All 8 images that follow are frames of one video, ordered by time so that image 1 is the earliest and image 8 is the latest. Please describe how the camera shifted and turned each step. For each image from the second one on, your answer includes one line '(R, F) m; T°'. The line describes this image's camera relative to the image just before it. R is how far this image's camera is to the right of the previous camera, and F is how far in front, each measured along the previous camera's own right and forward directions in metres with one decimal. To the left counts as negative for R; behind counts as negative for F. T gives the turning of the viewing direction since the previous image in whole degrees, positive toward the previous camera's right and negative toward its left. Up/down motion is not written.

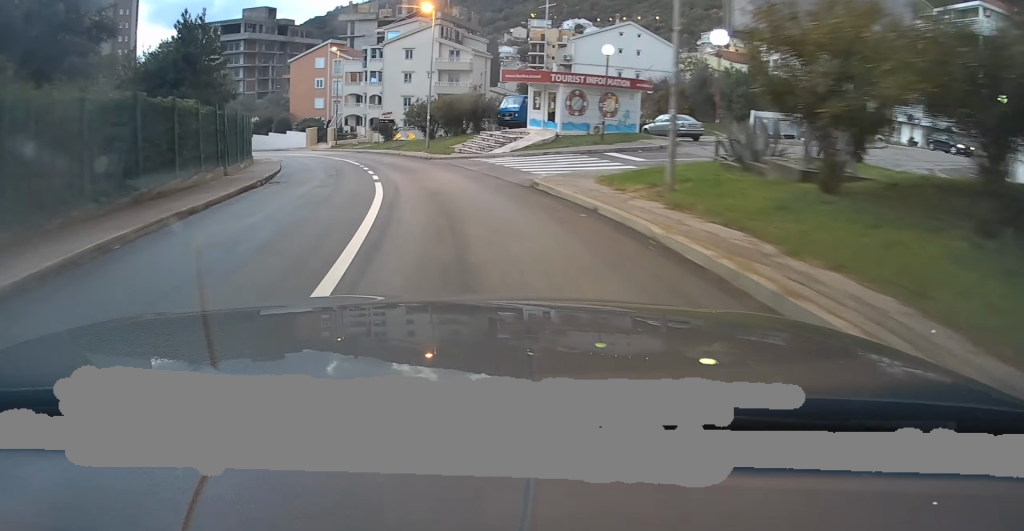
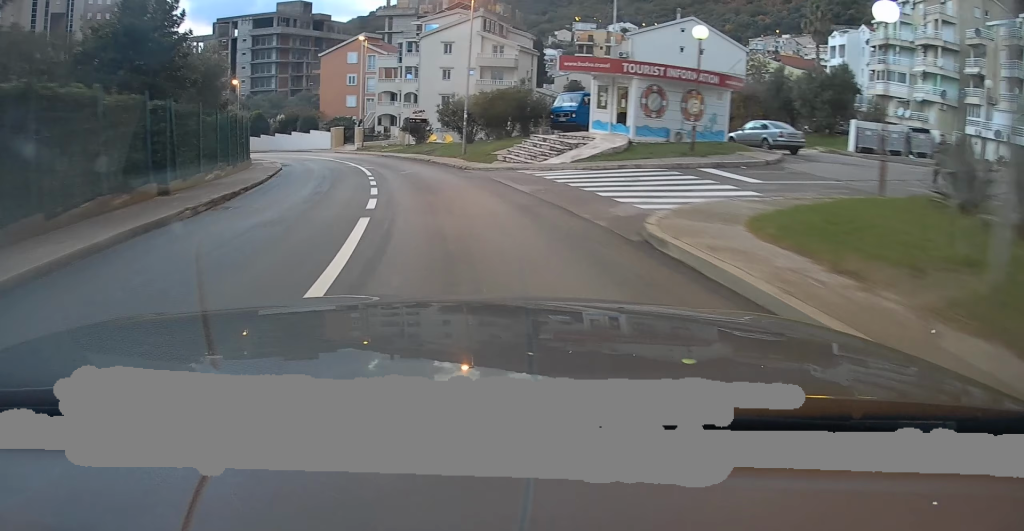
(+0.1, +7.2) m; -3°
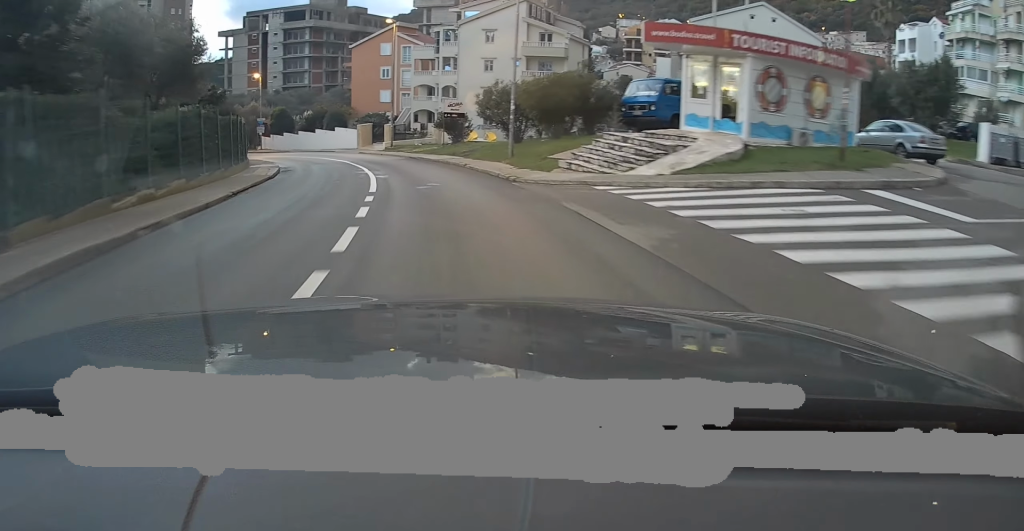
(-0.5, +7.4) m; -4°
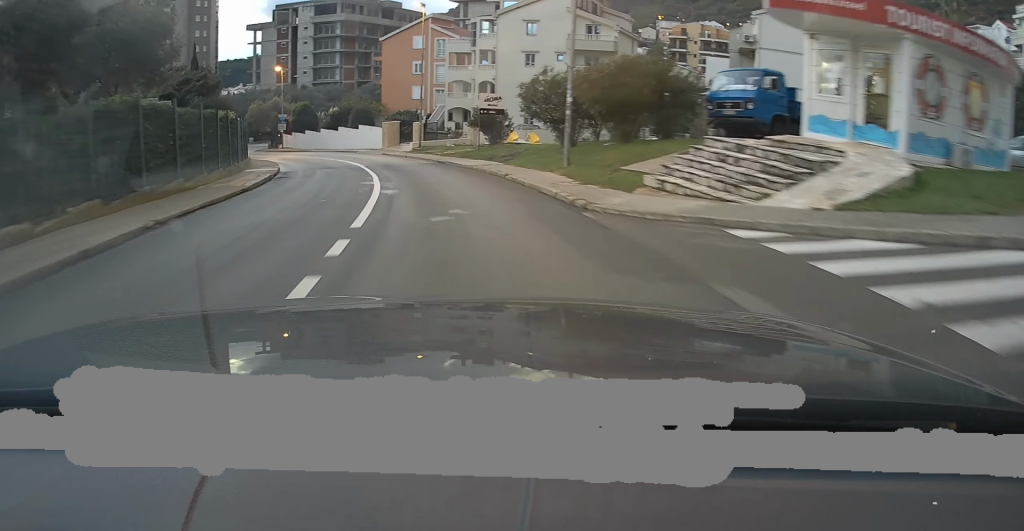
(-0.1, +5.9) m; -3°
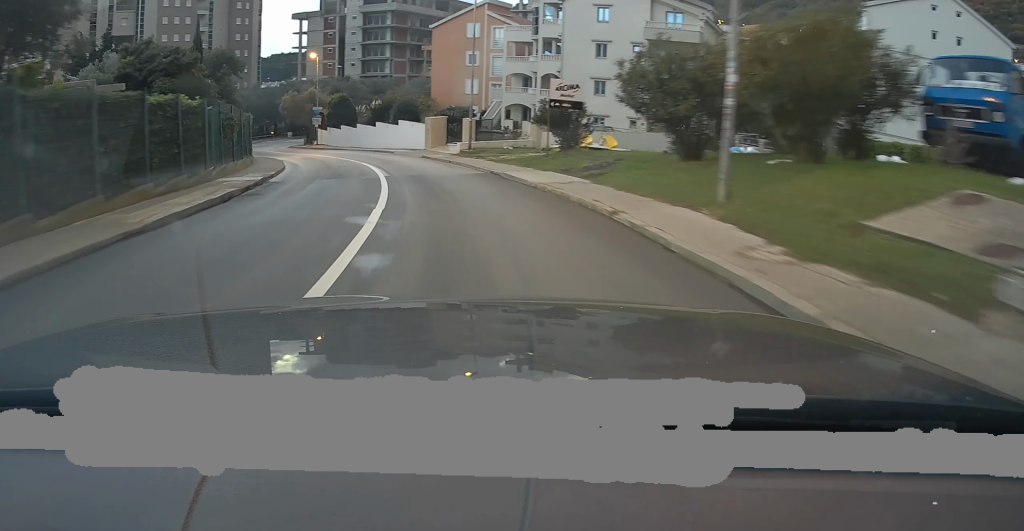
(-0.3, +8.3) m; -5°
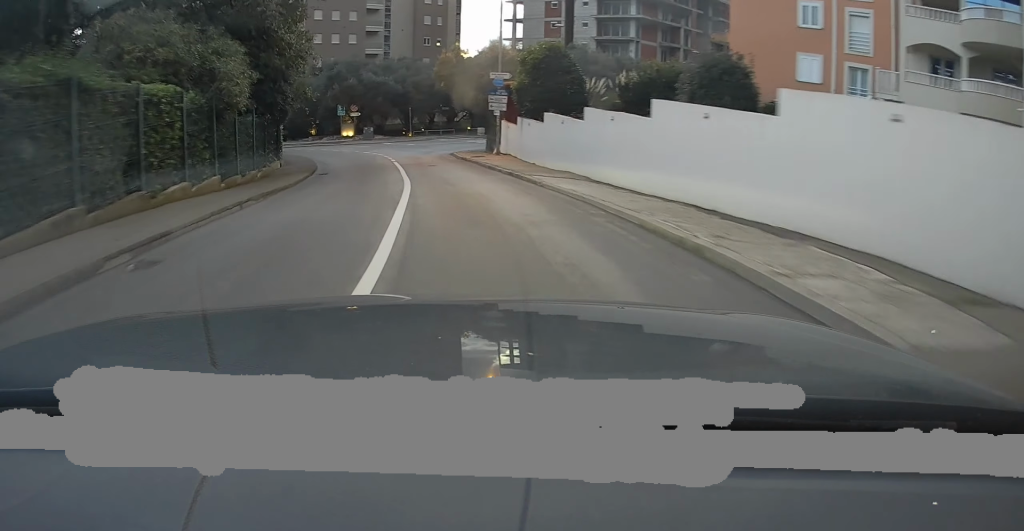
(-6.6, +34.0) m; -18°
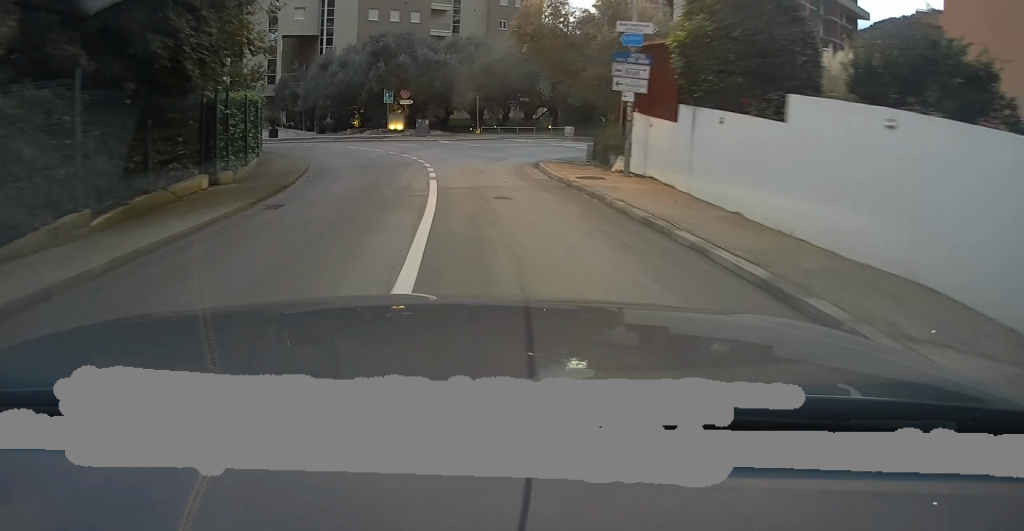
(-0.6, +13.7) m; -6°
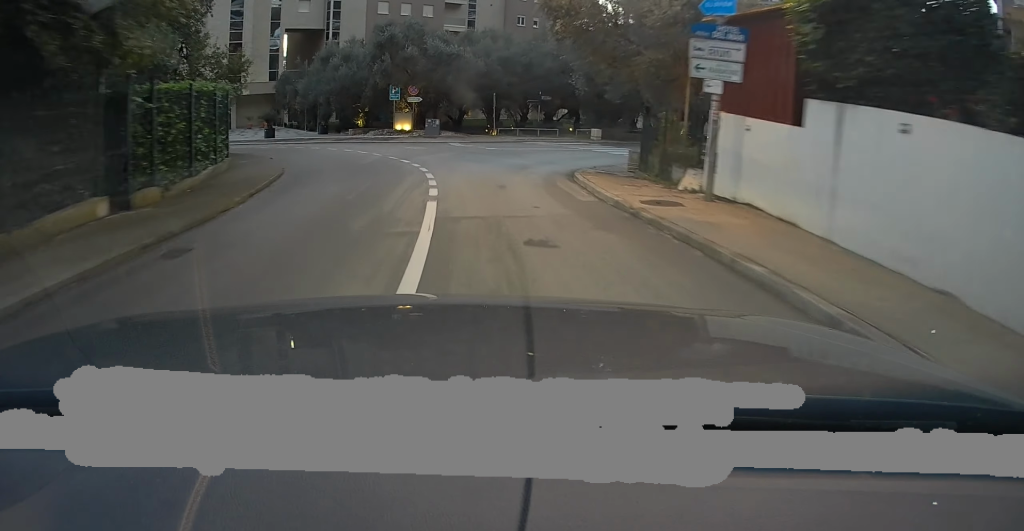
(-0.1, +4.7) m; -4°
